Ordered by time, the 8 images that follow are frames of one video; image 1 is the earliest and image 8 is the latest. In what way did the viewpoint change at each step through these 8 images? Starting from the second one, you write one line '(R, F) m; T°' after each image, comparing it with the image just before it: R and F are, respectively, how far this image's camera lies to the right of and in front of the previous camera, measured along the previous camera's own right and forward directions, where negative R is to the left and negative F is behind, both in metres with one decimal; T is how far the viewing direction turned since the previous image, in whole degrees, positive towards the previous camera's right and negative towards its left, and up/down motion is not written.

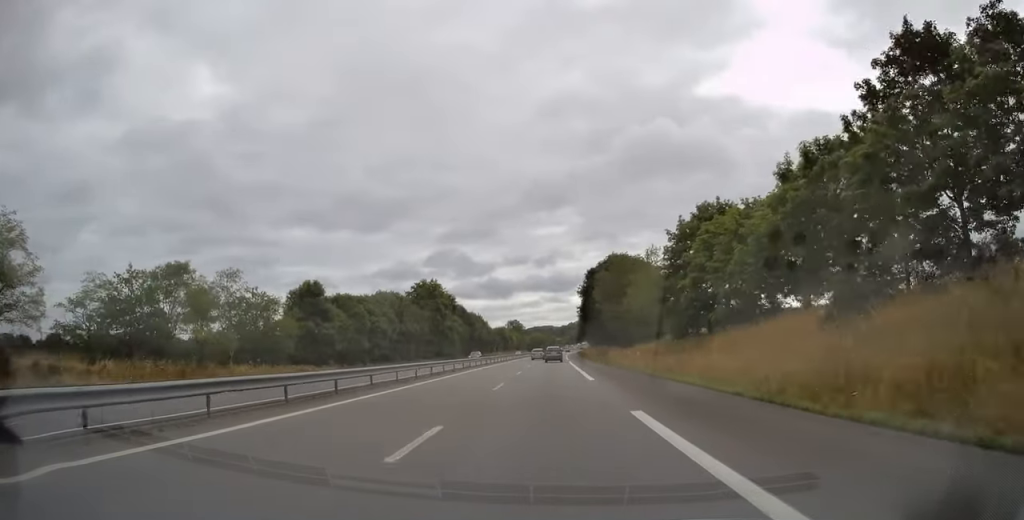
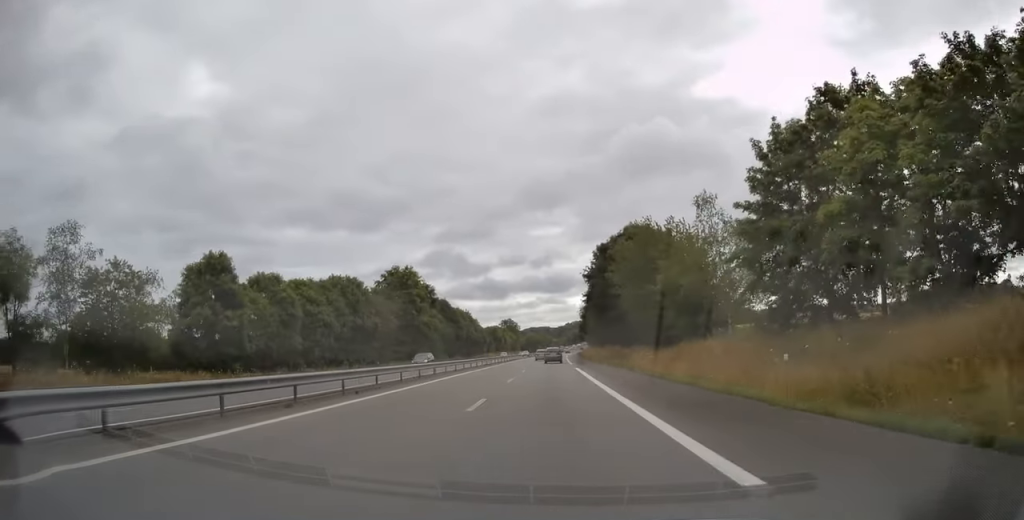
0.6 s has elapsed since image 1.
(+0.3, +19.5) m; 0°
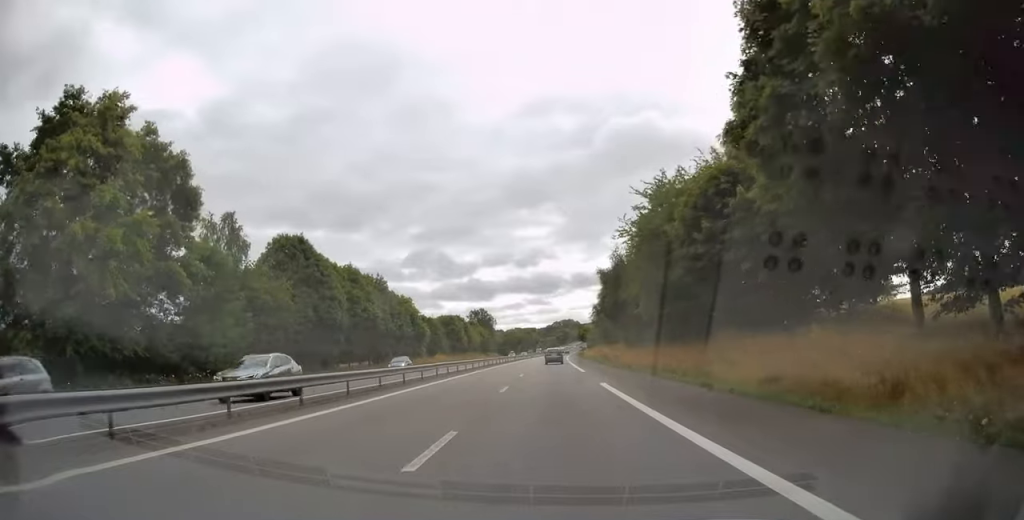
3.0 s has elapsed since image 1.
(+0.1, +71.8) m; +1°
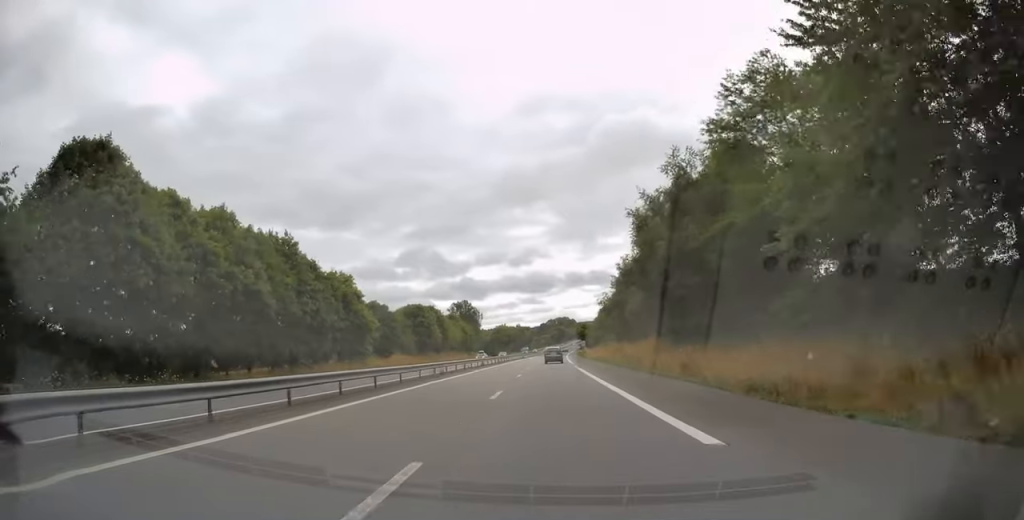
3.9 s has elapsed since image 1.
(+0.1, +28.7) m; +1°
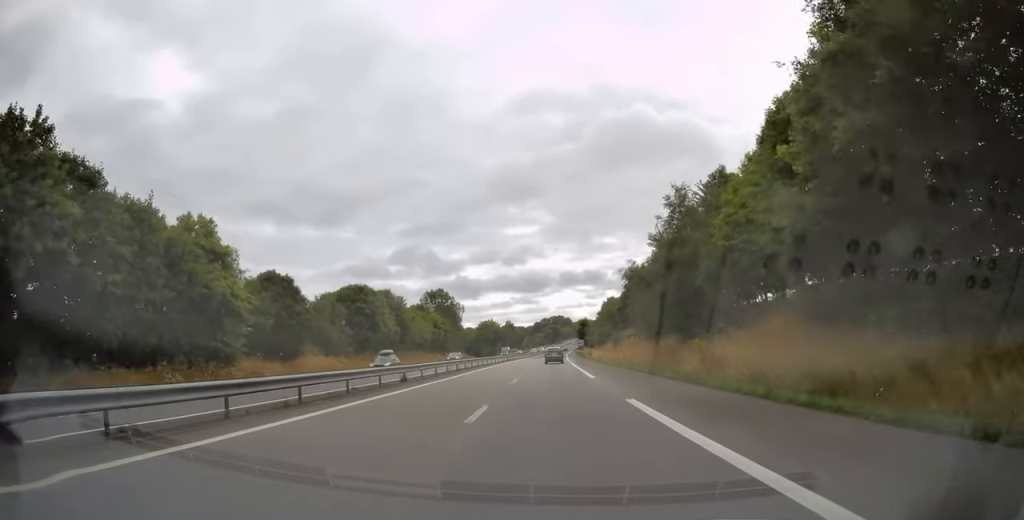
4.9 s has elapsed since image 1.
(+0.3, +31.2) m; 0°
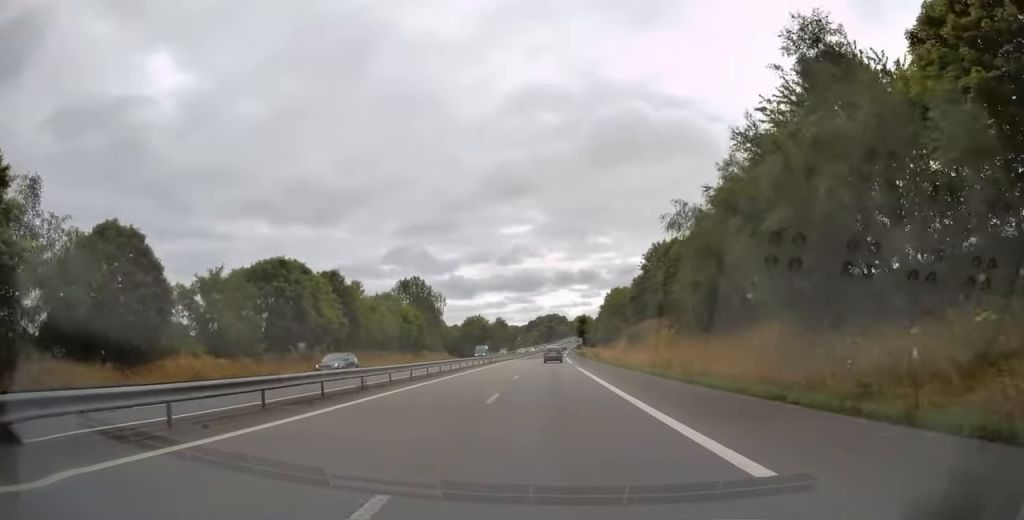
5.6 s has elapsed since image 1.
(-0.3, +22.1) m; 0°
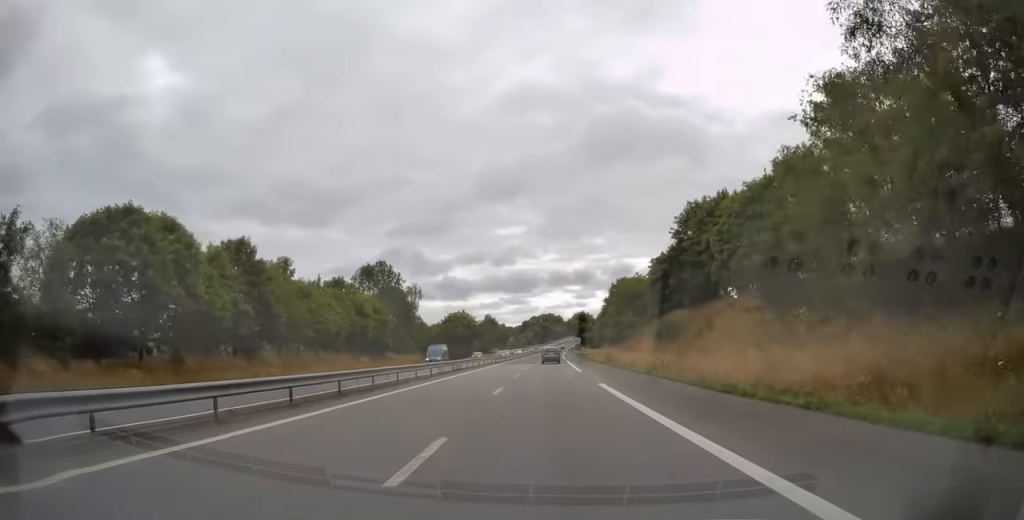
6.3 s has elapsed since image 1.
(+0.2, +22.0) m; +1°
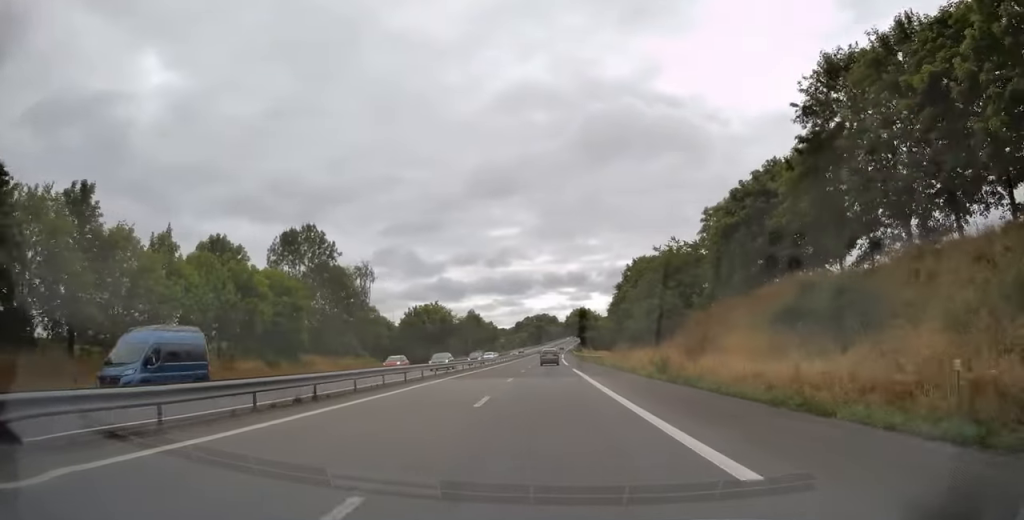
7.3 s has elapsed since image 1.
(+0.4, +29.6) m; +1°
